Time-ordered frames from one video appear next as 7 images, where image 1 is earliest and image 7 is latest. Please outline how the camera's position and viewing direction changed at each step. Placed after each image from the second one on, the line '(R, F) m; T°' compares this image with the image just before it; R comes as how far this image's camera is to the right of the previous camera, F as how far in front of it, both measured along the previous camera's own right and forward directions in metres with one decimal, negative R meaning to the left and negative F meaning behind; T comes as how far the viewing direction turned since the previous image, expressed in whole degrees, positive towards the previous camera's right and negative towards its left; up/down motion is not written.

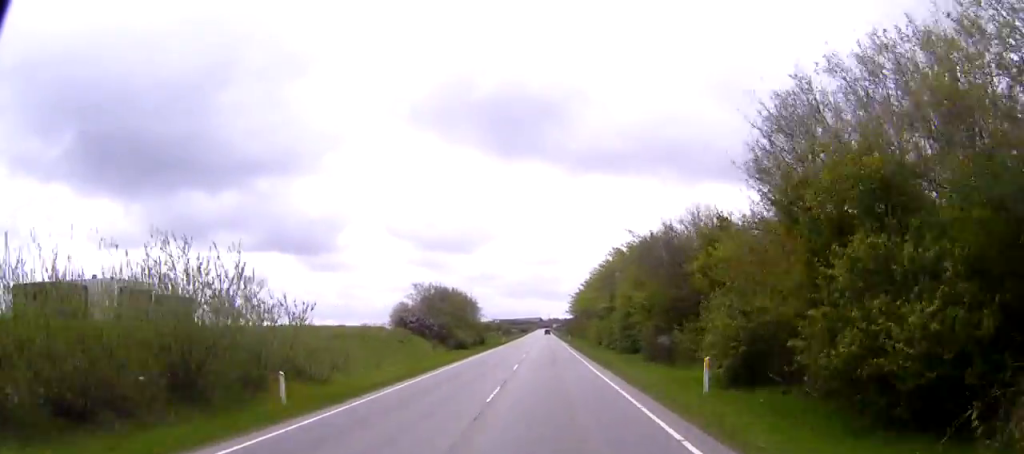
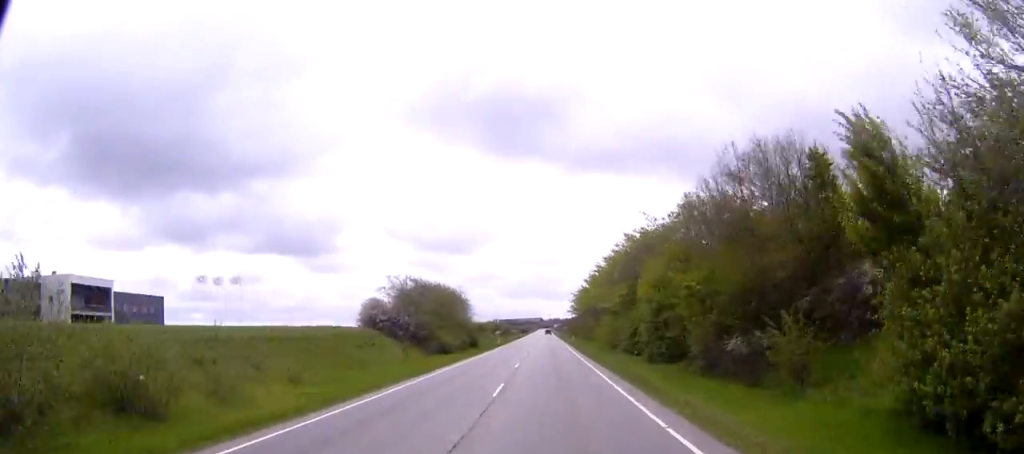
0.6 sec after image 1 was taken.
(0.0, +13.7) m; 0°
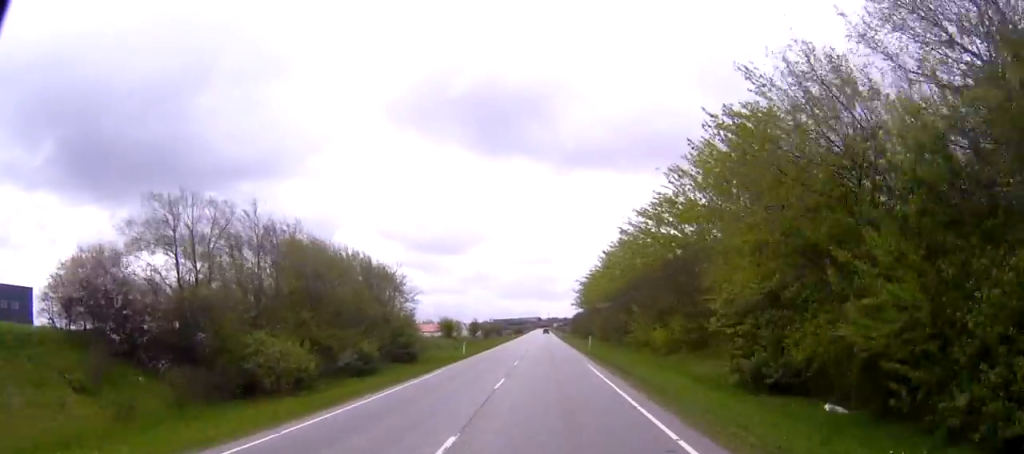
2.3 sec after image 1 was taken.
(+0.1, +42.9) m; 0°
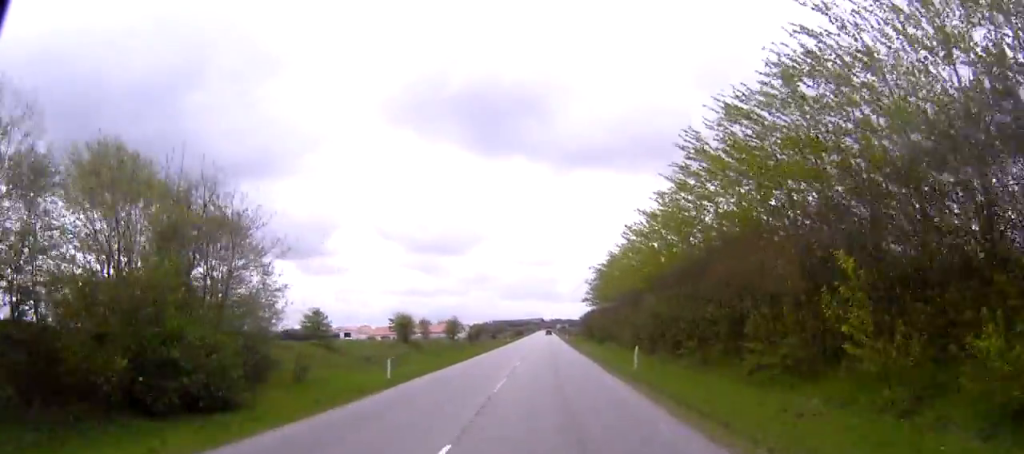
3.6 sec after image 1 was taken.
(-0.2, +31.0) m; 0°
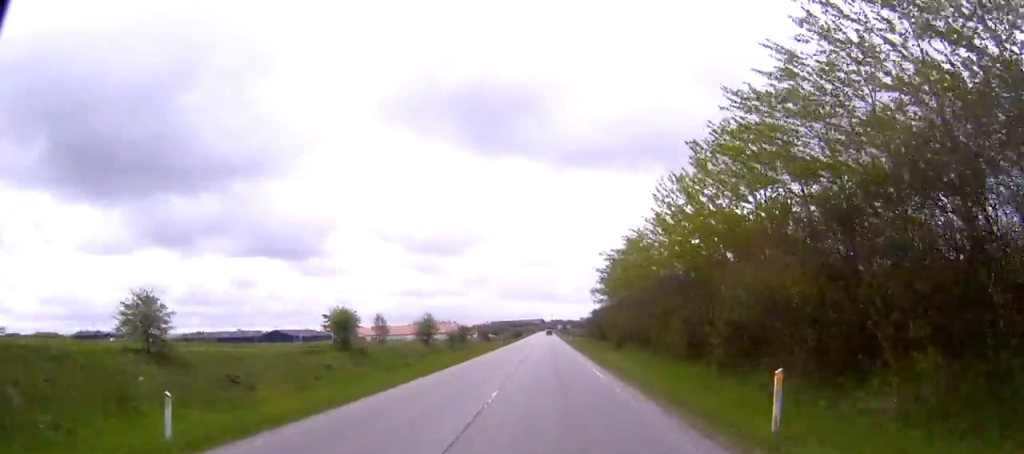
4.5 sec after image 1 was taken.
(0.0, +19.7) m; 0°
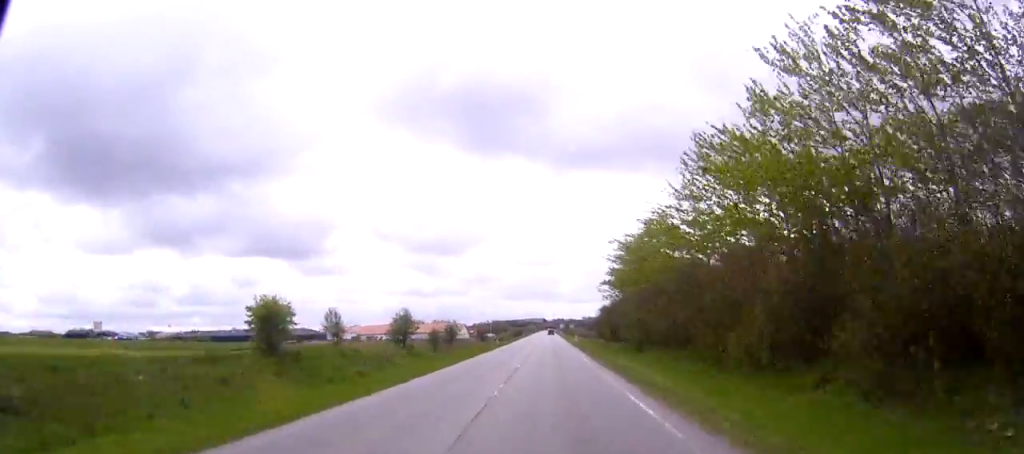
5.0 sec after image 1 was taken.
(0.0, +12.6) m; 0°
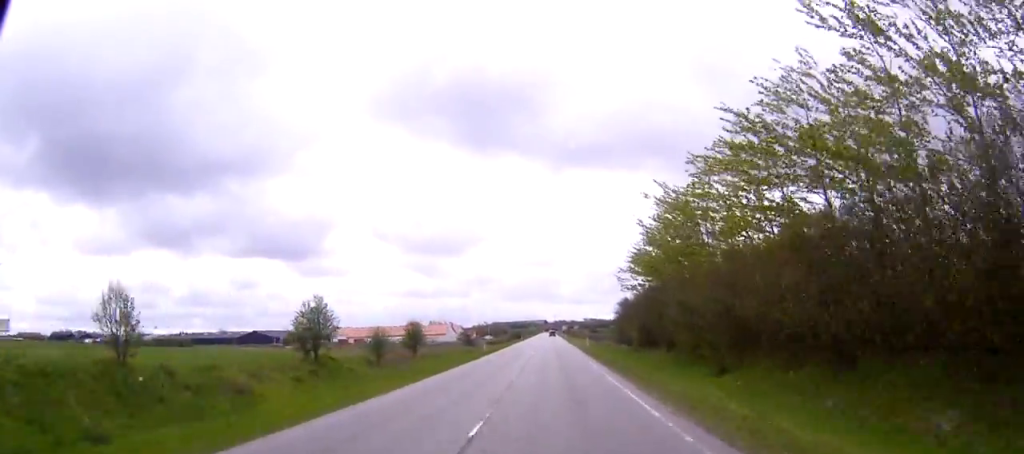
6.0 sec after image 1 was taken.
(-0.1, +22.7) m; 0°
